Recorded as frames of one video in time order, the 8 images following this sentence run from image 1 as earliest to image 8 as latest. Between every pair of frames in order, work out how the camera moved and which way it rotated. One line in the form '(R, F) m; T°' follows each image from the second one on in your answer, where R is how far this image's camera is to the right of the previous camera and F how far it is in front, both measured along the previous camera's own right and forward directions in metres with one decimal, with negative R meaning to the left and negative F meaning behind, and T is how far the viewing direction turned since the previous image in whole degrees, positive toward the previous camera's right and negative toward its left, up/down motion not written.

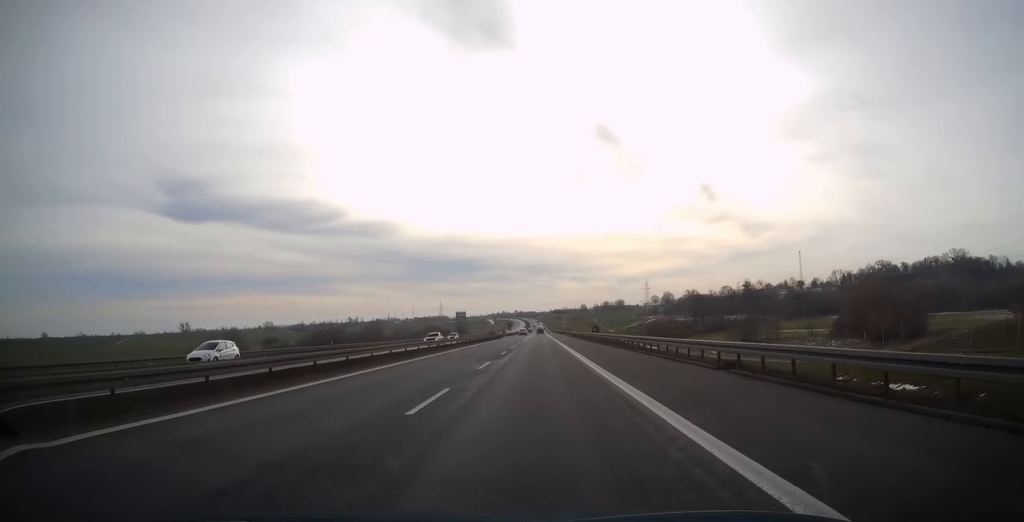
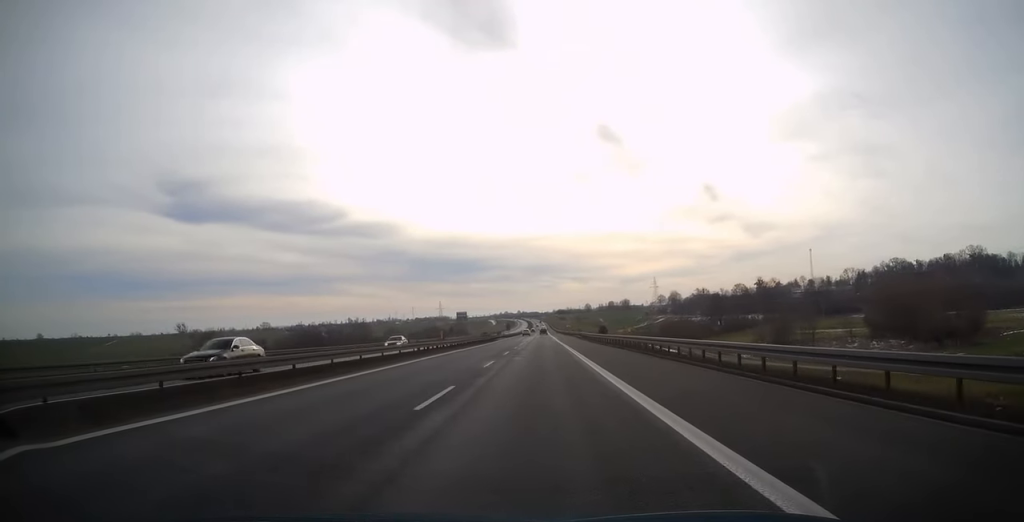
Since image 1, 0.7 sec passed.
(0.0, +22.1) m; 0°
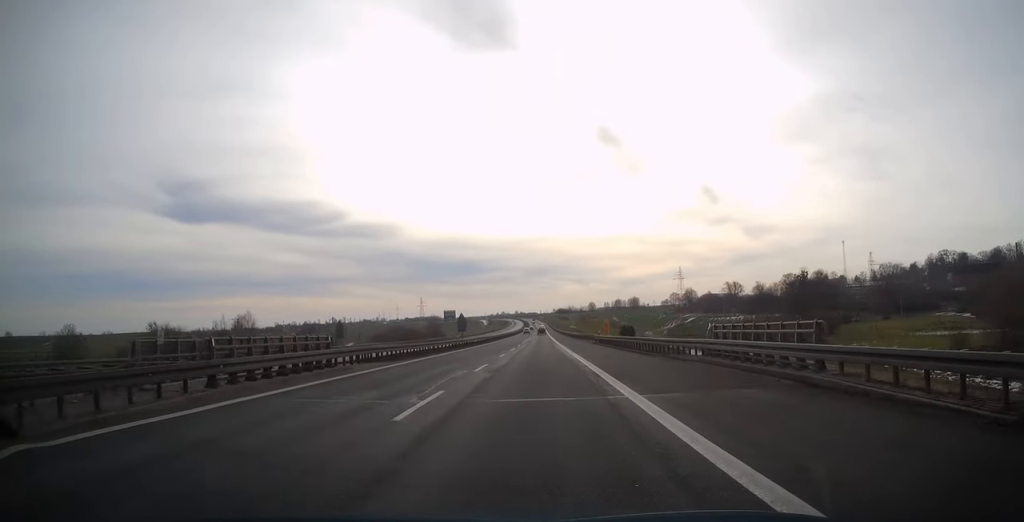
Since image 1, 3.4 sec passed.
(-0.1, +83.7) m; 0°
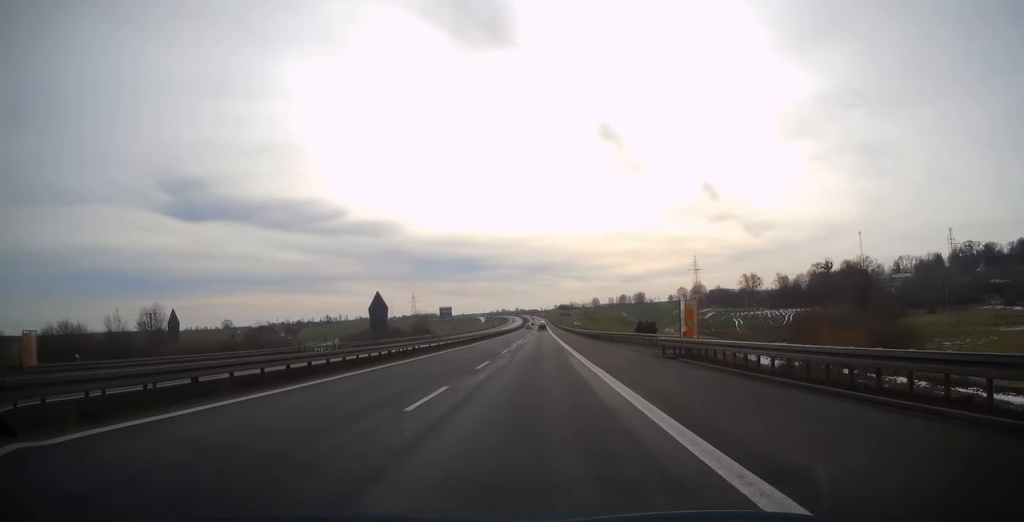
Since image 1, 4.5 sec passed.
(0.0, +33.8) m; 0°
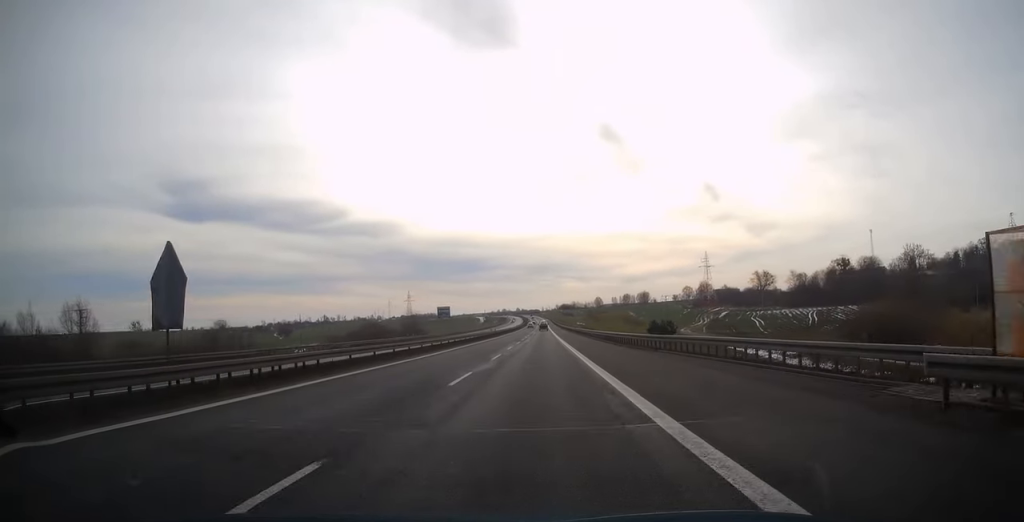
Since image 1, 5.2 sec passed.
(0.0, +19.4) m; 0°
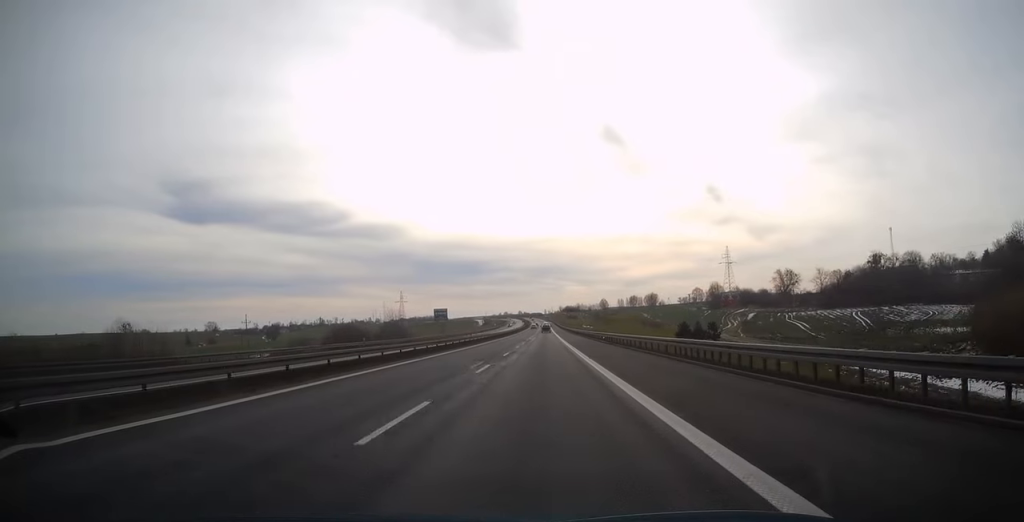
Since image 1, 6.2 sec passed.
(0.0, +31.2) m; 0°
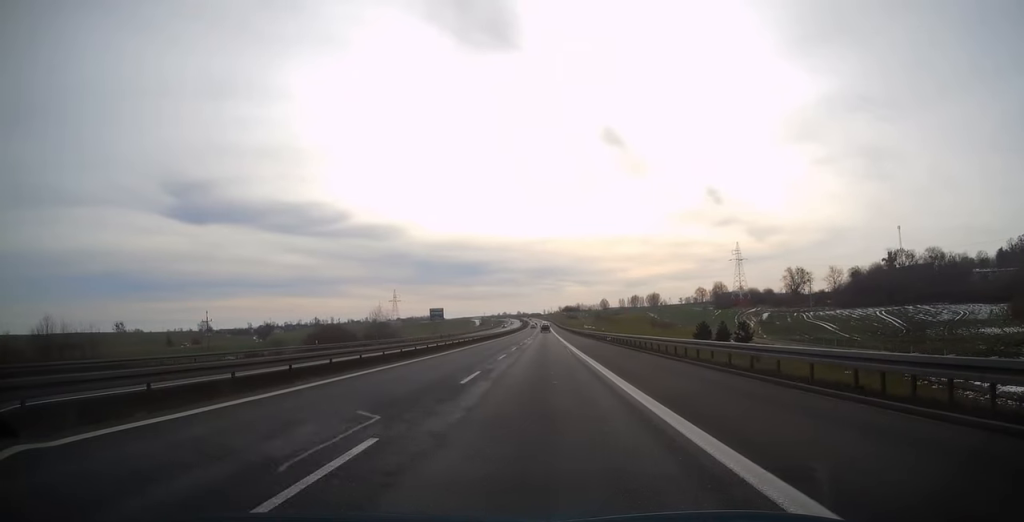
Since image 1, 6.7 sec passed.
(0.0, +15.9) m; 0°
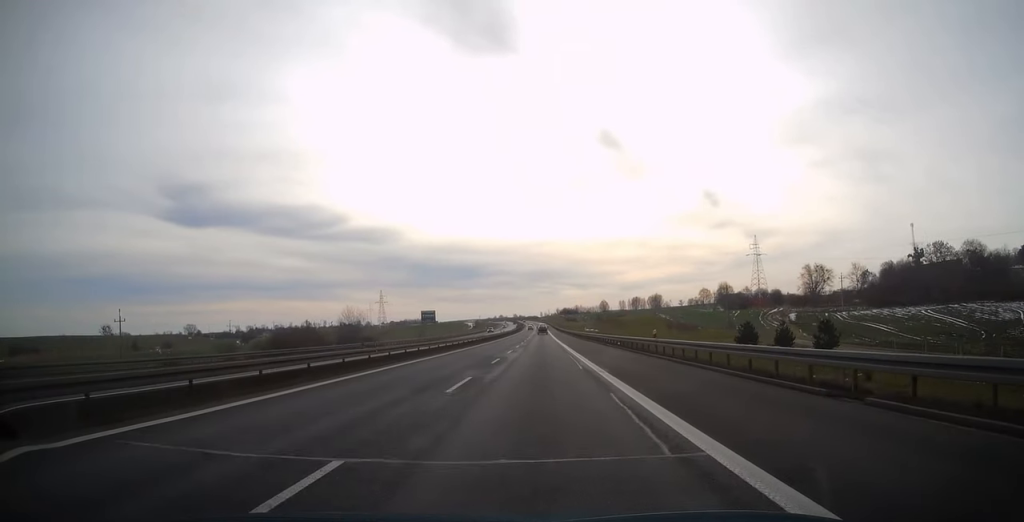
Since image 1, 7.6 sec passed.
(0.0, +26.1) m; 0°
